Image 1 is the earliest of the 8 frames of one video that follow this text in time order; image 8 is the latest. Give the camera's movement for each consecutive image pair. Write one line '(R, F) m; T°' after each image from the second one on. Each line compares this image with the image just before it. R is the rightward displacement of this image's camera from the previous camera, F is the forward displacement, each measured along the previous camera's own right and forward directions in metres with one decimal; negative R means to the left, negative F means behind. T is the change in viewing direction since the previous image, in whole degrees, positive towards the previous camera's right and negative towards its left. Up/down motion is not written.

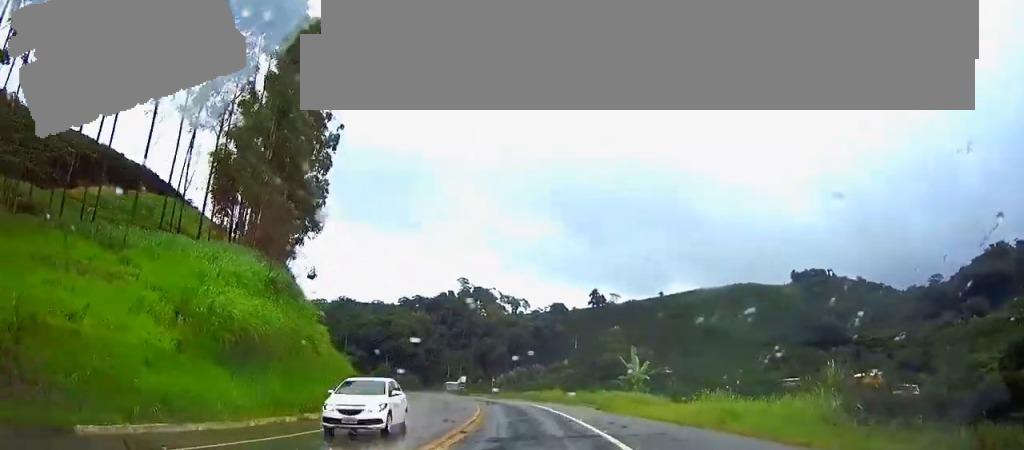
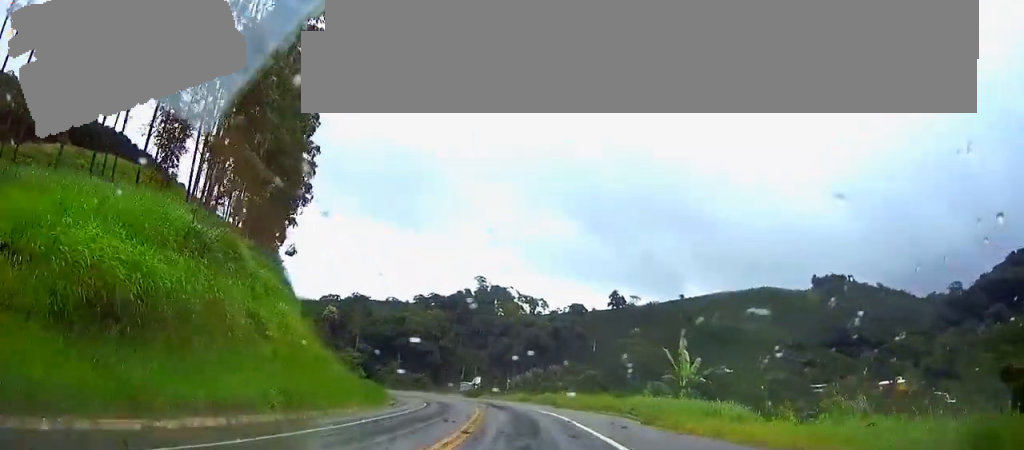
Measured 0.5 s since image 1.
(0.0, +11.3) m; 0°
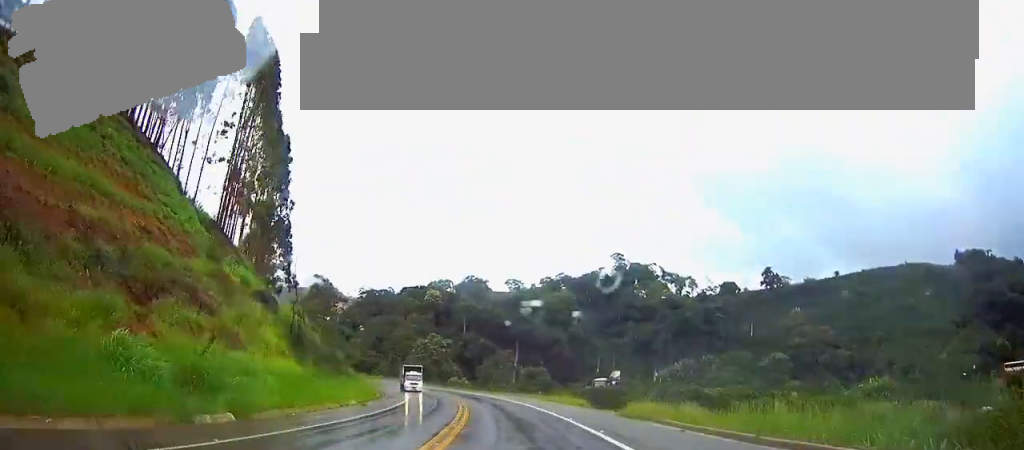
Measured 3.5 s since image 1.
(0.0, +68.1) m; 0°
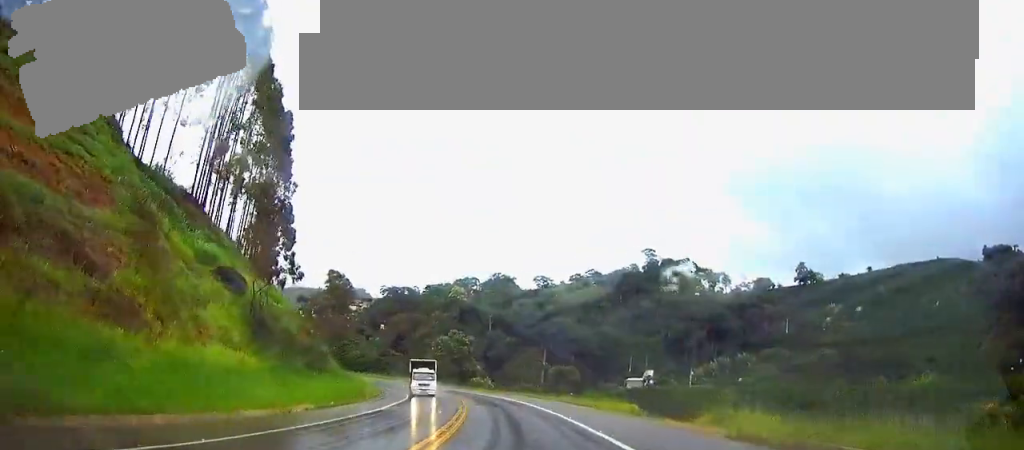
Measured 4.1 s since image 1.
(0.0, +13.1) m; 0°
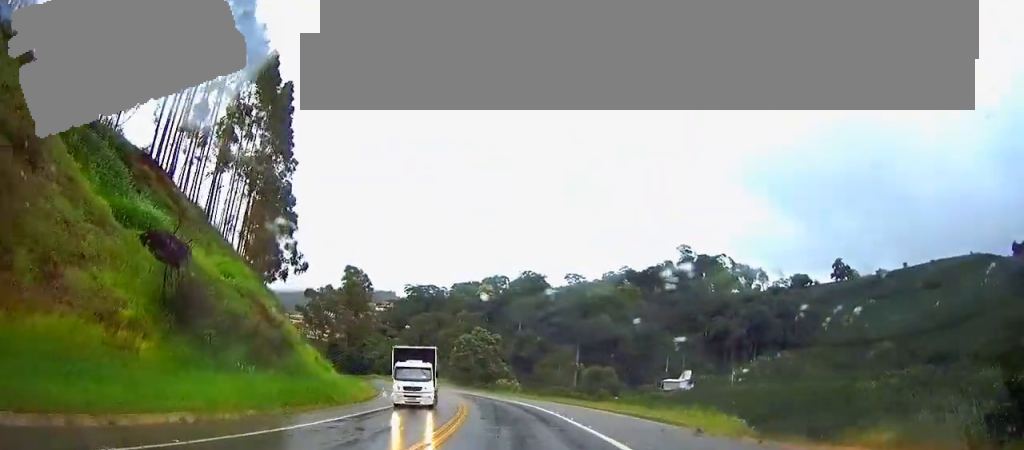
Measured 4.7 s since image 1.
(0.0, +13.9) m; -3°
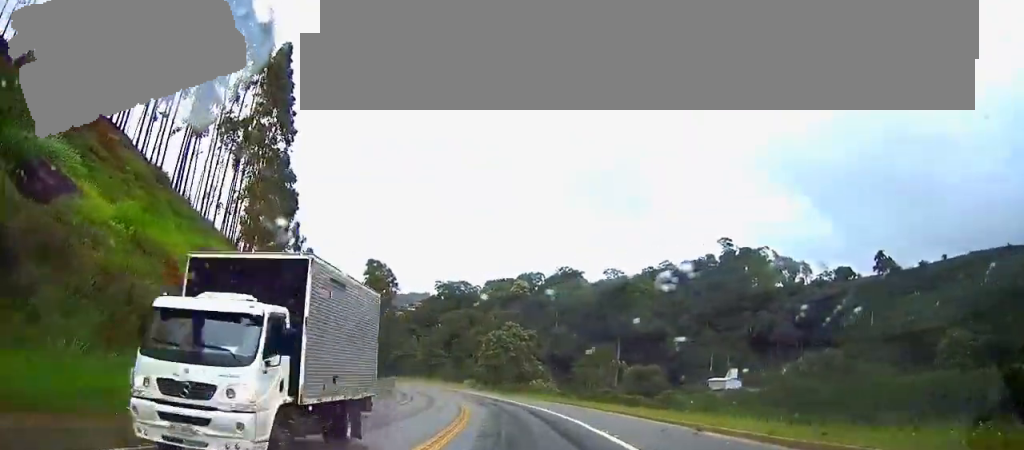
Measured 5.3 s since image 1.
(+0.8, +14.7) m; -7°
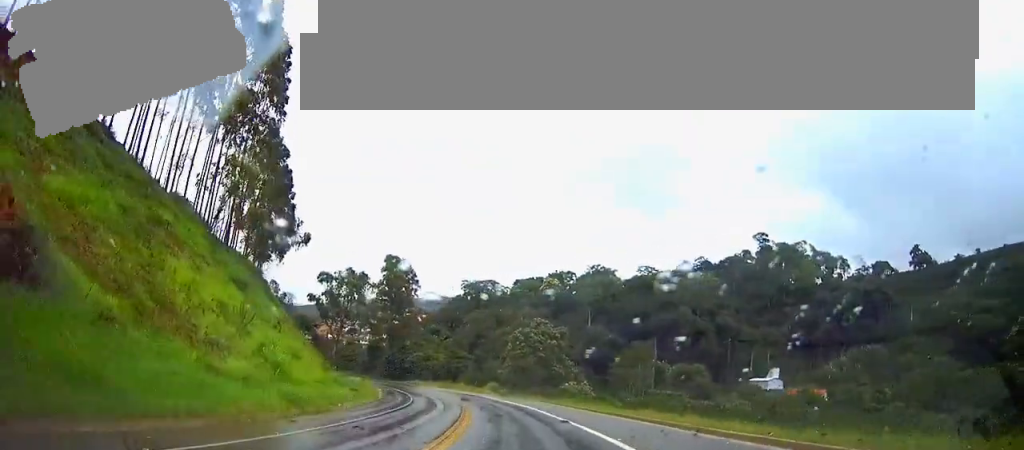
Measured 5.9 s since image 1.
(-2.1, +13.1) m; -6°
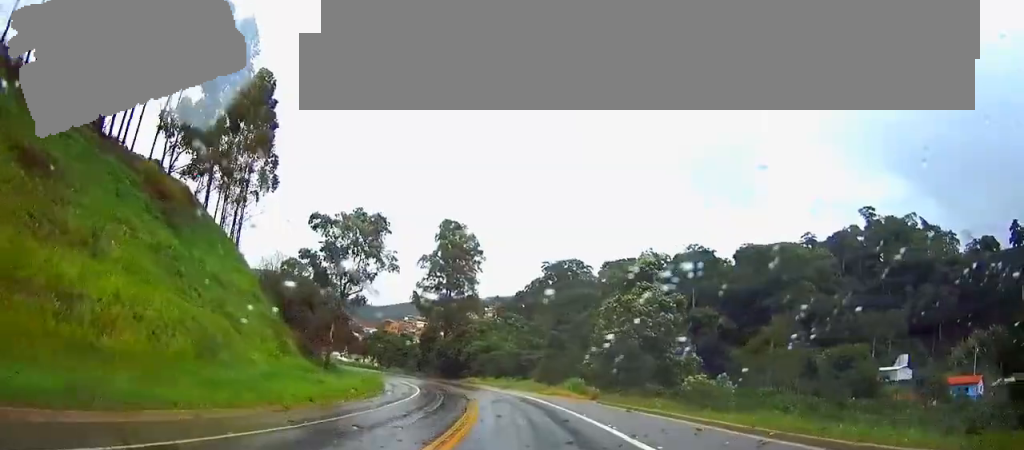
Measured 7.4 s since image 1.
(-3.7, +37.3) m; -6°
